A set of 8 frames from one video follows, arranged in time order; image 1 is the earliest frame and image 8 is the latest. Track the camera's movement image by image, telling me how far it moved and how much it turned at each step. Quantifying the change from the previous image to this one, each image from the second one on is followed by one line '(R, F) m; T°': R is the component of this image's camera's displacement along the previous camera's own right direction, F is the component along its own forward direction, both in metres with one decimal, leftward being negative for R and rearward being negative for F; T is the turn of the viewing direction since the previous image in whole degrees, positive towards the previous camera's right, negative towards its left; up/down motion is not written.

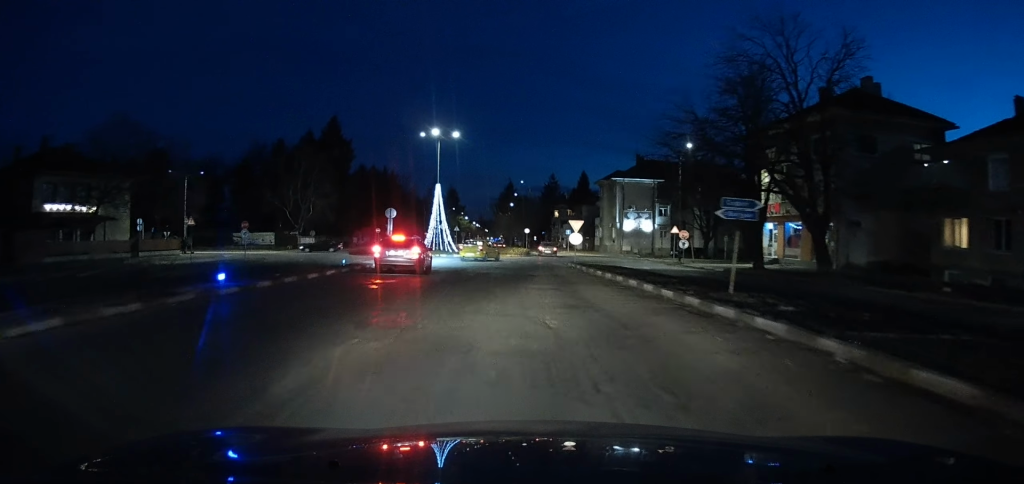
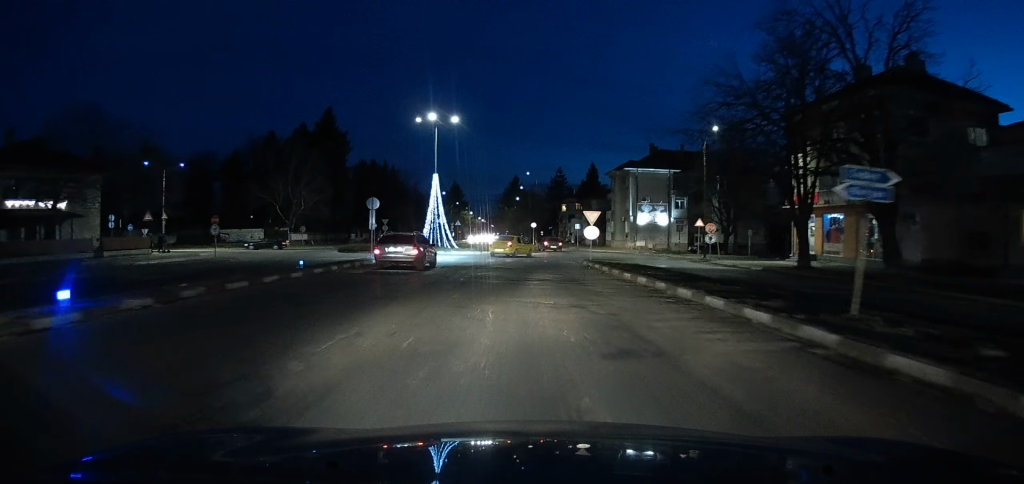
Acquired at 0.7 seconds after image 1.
(-0.1, +5.4) m; 0°
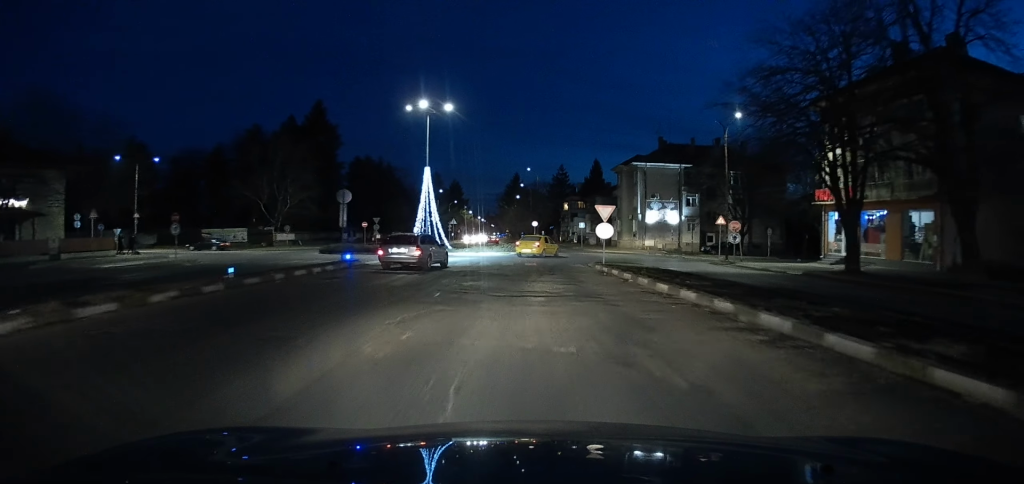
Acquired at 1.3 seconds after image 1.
(0.0, +4.9) m; 0°
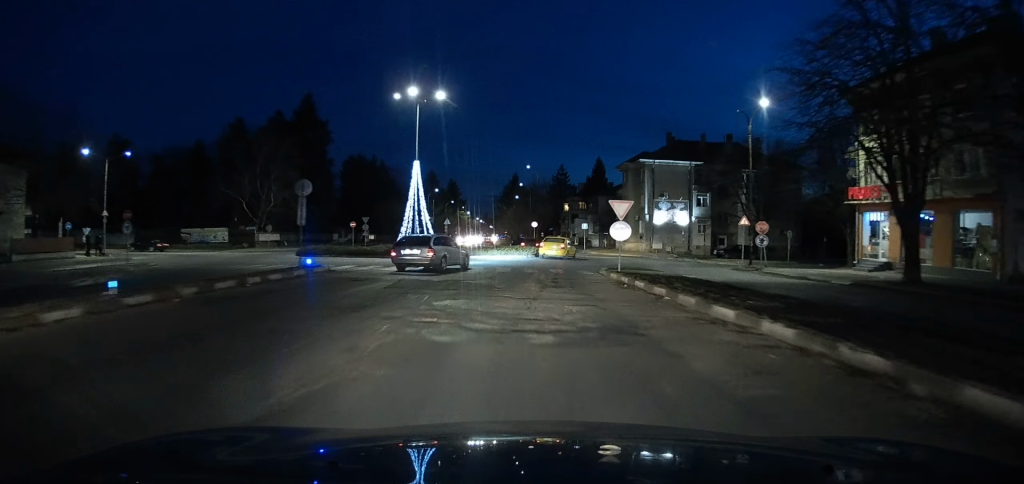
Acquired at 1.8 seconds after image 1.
(+0.1, +4.6) m; 0°
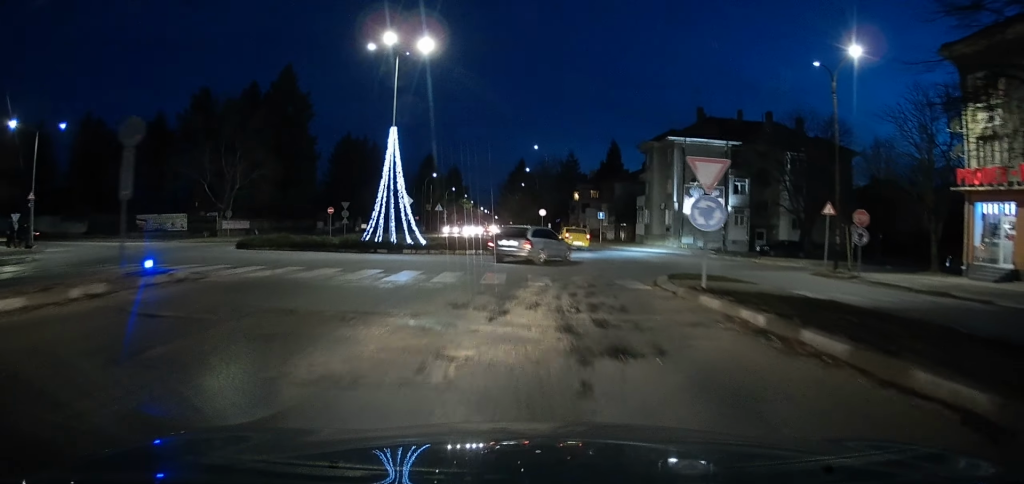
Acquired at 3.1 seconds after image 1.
(0.0, +10.1) m; 0°
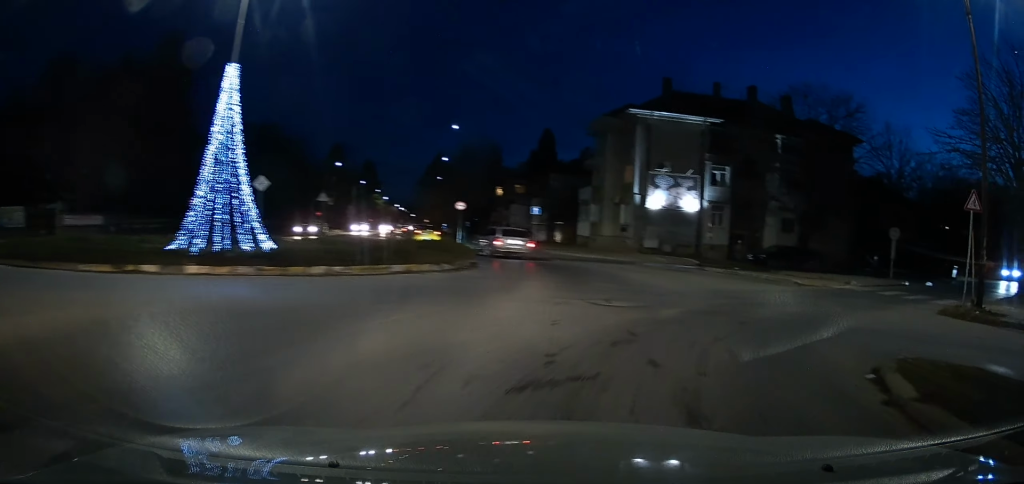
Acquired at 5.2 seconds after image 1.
(+0.4, +14.0) m; +8°
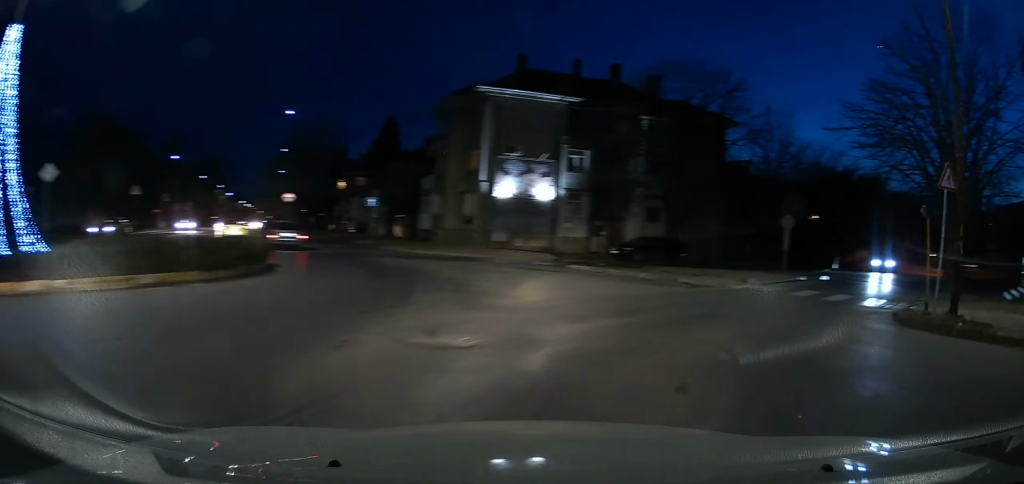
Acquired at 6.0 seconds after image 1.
(+0.1, +4.6) m; +8°
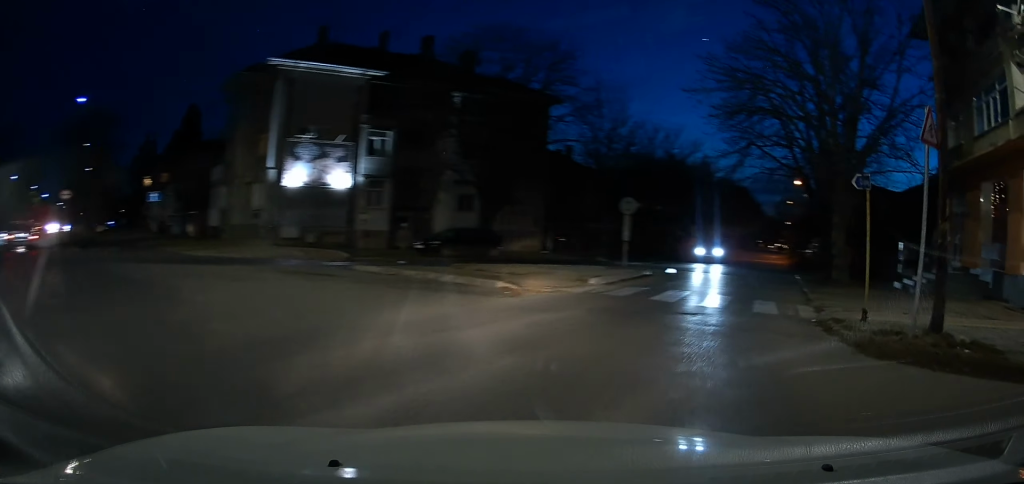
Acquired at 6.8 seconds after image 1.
(+0.5, +5.0) m; +12°
